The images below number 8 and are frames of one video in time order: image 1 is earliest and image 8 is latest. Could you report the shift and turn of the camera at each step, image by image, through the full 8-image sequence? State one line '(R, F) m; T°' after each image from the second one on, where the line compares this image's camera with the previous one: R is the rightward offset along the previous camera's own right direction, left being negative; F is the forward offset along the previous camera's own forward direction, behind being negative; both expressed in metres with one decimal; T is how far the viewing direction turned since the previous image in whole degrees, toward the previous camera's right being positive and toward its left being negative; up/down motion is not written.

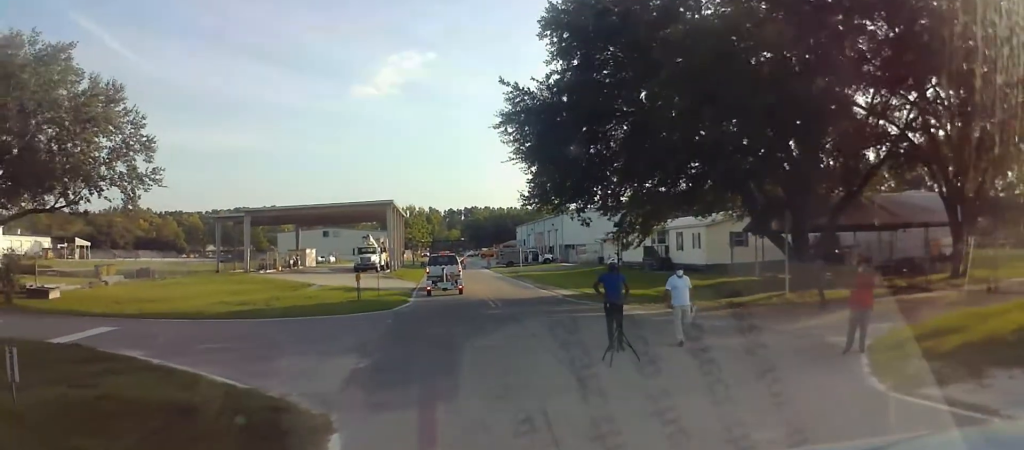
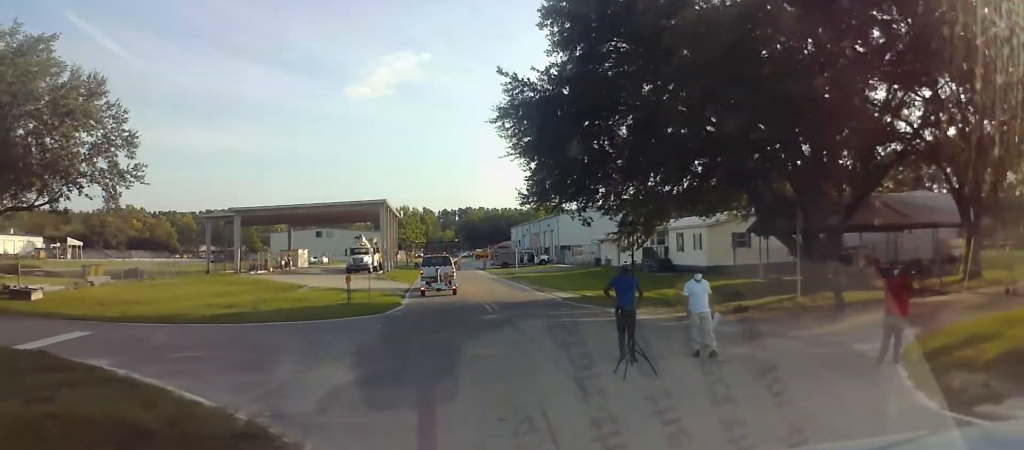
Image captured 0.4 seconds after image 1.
(0.0, +1.3) m; -2°
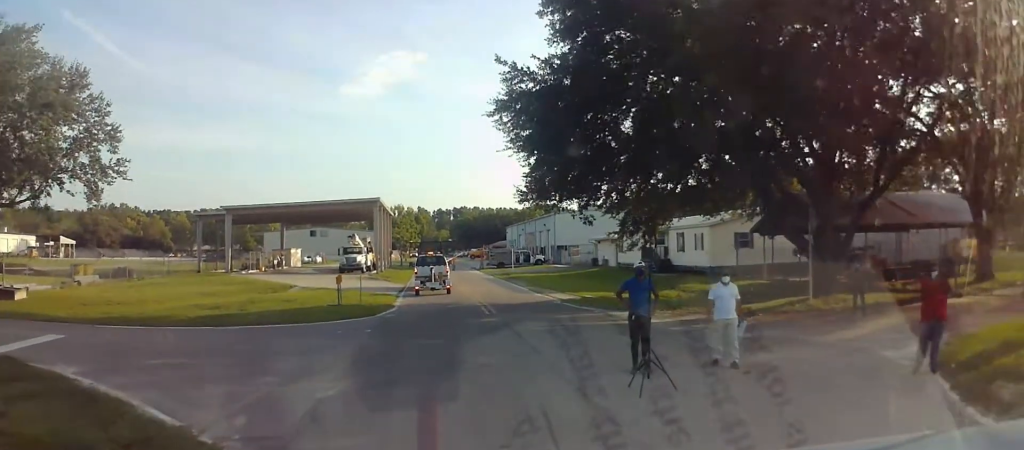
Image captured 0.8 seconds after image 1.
(-0.2, +1.2) m; -2°
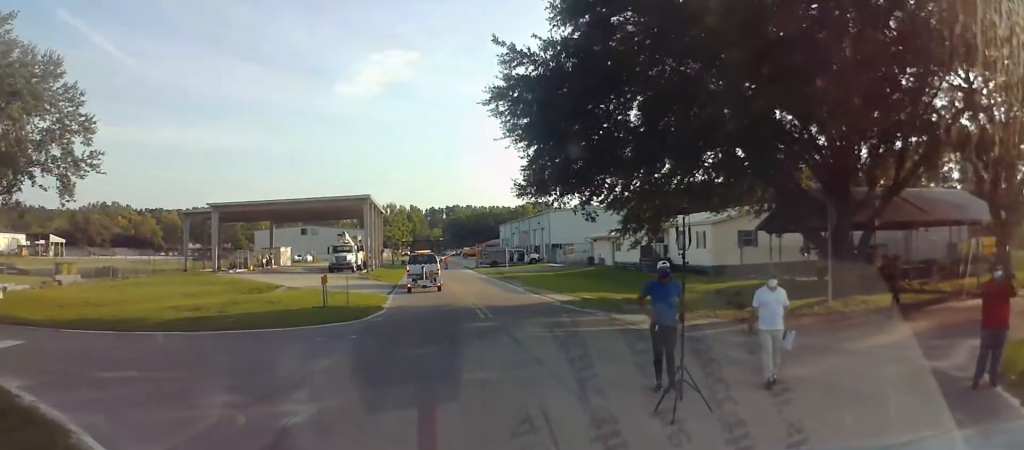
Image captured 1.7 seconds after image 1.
(0.0, +1.6) m; -2°
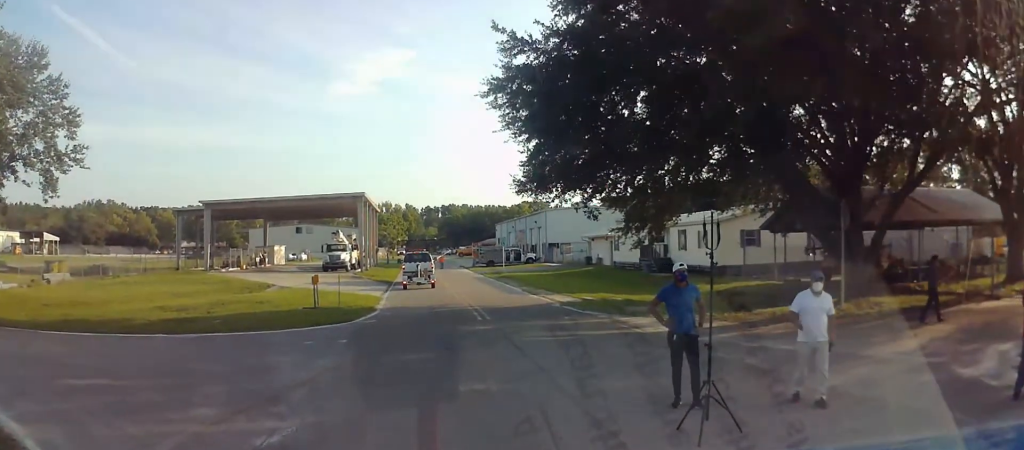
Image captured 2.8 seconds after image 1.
(+0.1, +0.8) m; 0°
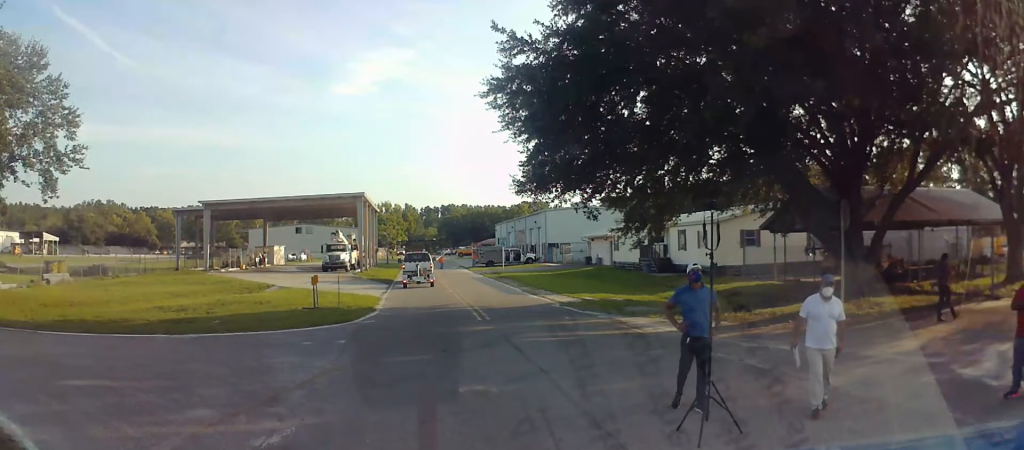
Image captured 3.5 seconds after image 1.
(0.0, 0.0) m; 0°
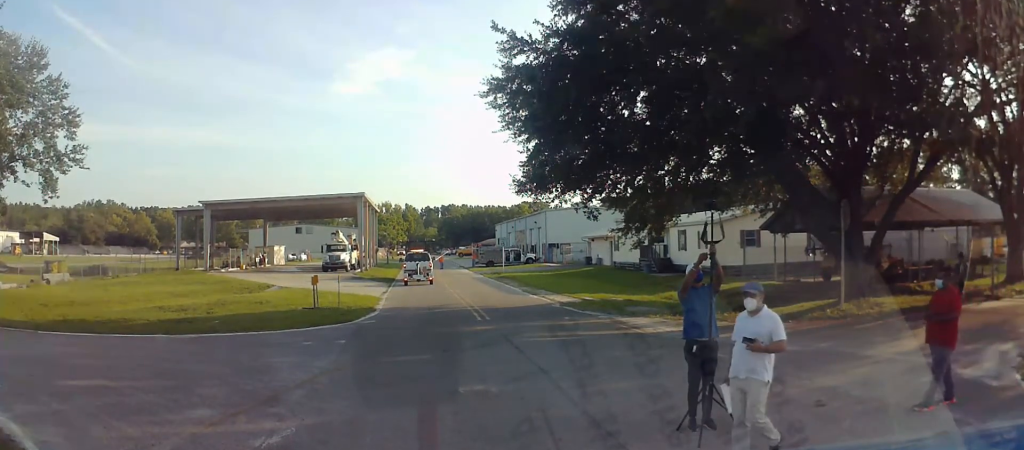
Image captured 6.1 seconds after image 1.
(0.0, 0.0) m; 0°
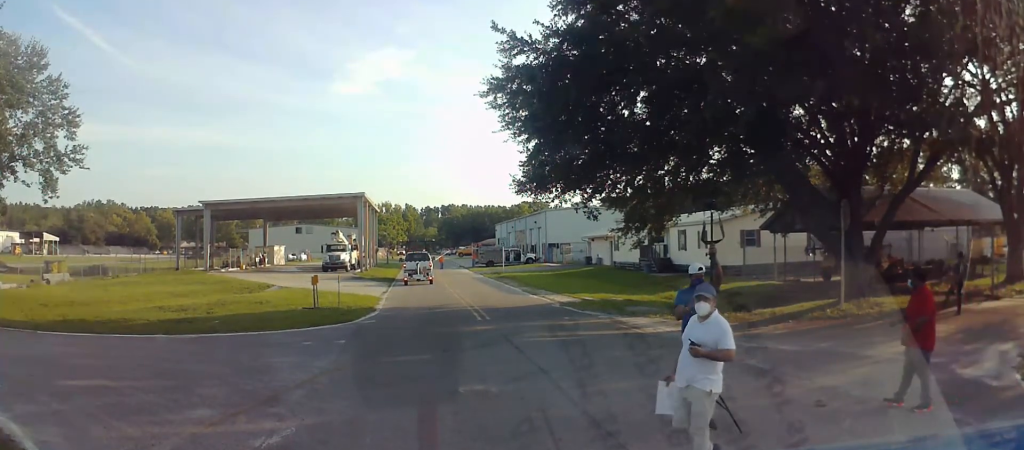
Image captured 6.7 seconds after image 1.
(0.0, 0.0) m; 0°
